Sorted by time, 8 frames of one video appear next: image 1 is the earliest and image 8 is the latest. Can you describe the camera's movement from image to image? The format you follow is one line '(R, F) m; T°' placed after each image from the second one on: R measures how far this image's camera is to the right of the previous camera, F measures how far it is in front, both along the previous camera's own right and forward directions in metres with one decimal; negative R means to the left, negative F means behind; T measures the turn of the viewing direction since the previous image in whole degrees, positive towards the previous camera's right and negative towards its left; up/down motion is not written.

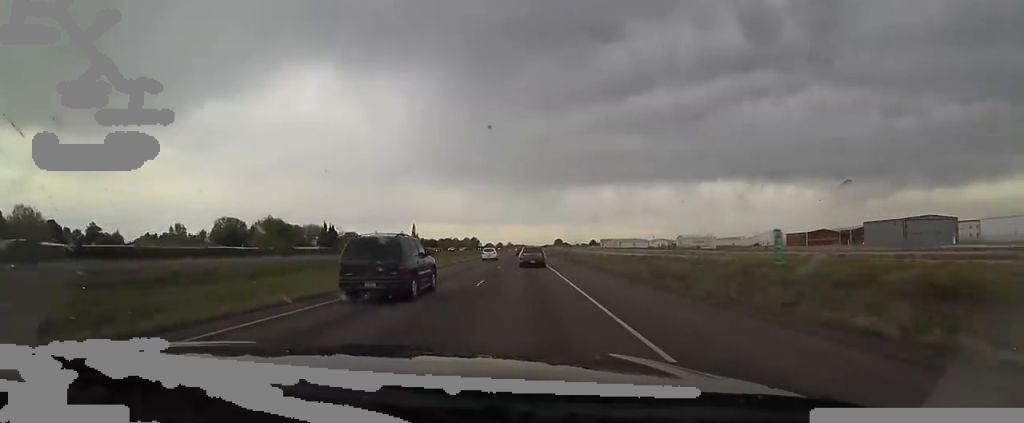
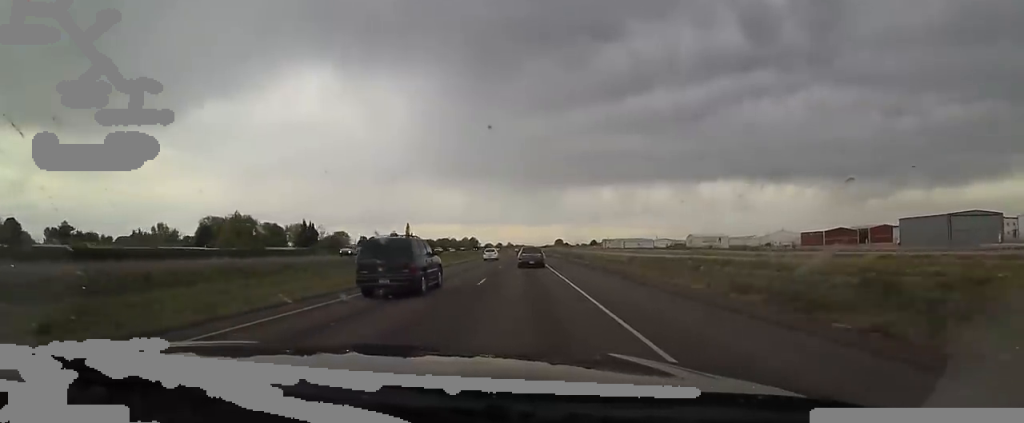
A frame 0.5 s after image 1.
(+0.1, +14.4) m; 0°
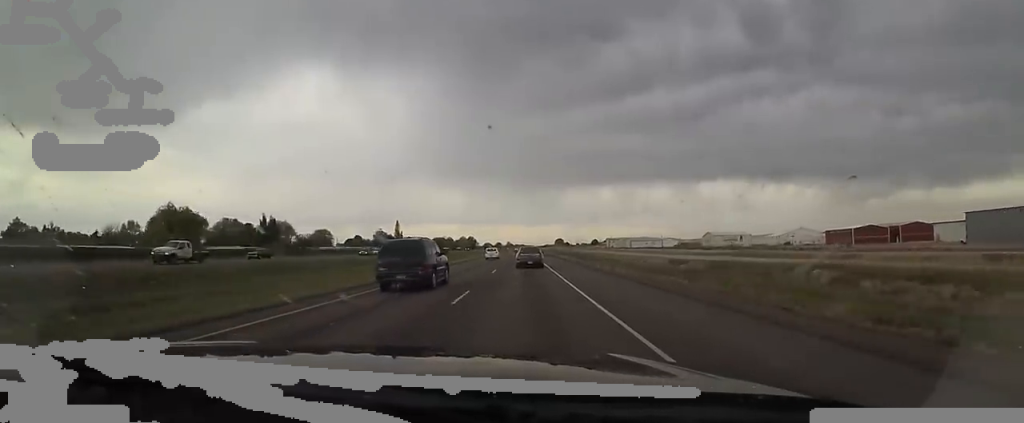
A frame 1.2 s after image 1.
(+0.4, +21.9) m; -1°
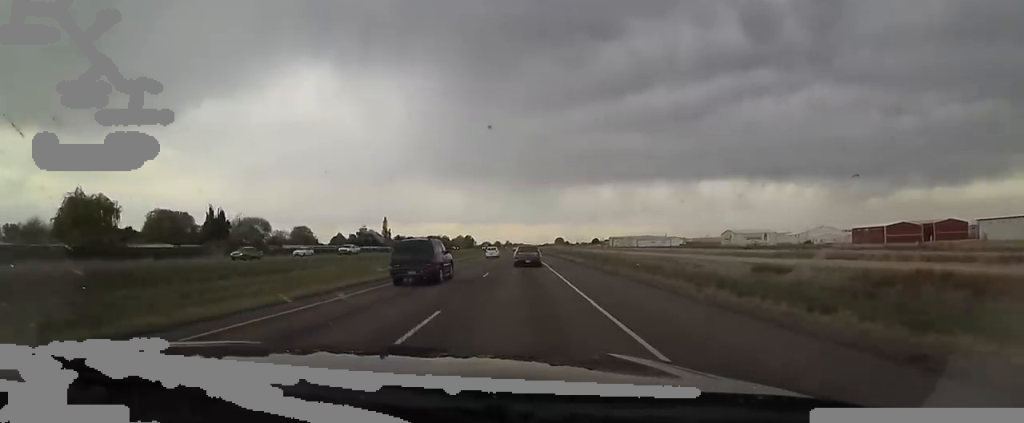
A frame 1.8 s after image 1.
(-0.6, +21.0) m; -1°
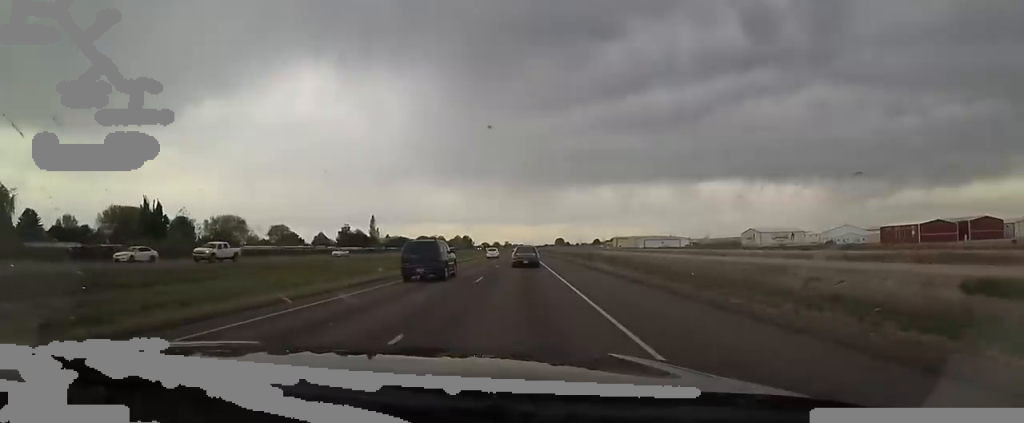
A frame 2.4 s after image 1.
(-0.3, +18.9) m; -1°
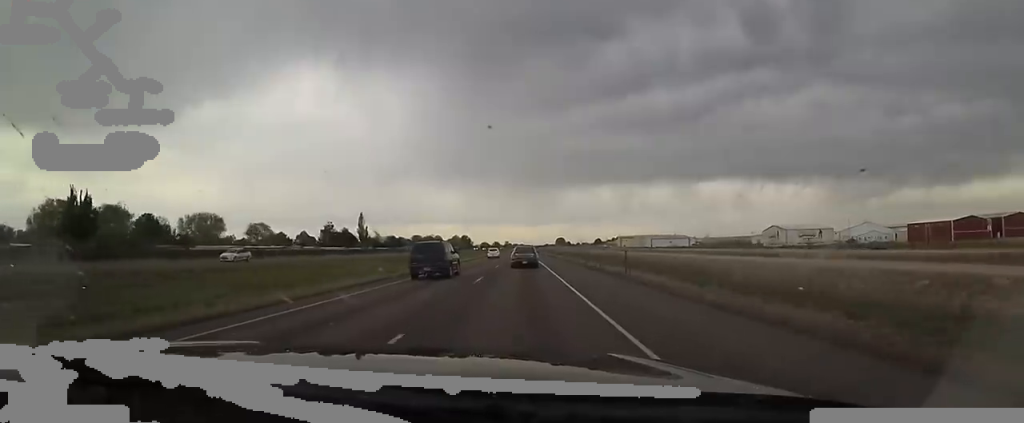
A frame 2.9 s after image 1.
(0.0, +15.8) m; 0°
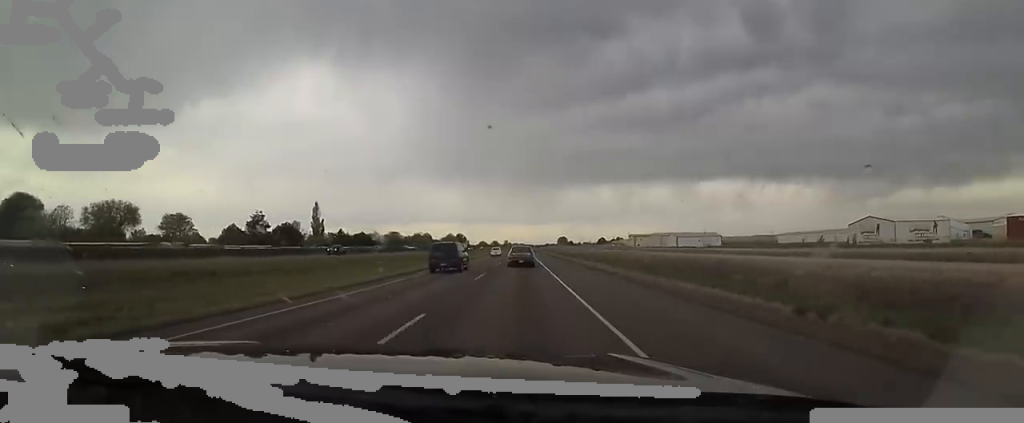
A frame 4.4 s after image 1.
(0.0, +44.9) m; +1°
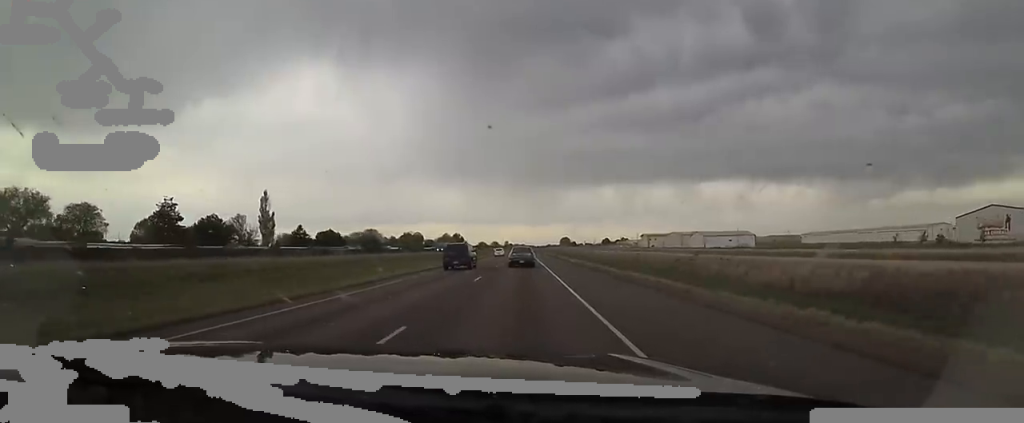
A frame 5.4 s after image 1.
(+0.7, +32.1) m; 0°
